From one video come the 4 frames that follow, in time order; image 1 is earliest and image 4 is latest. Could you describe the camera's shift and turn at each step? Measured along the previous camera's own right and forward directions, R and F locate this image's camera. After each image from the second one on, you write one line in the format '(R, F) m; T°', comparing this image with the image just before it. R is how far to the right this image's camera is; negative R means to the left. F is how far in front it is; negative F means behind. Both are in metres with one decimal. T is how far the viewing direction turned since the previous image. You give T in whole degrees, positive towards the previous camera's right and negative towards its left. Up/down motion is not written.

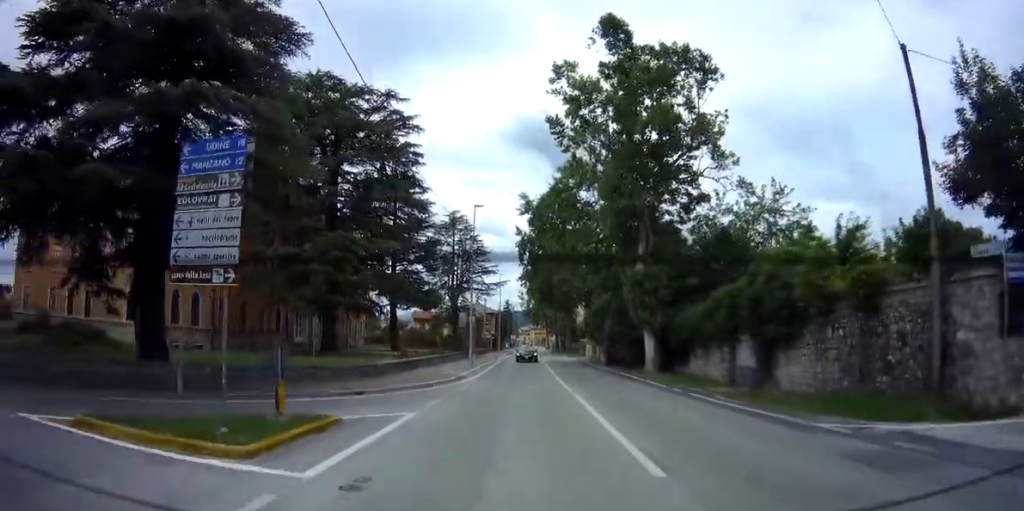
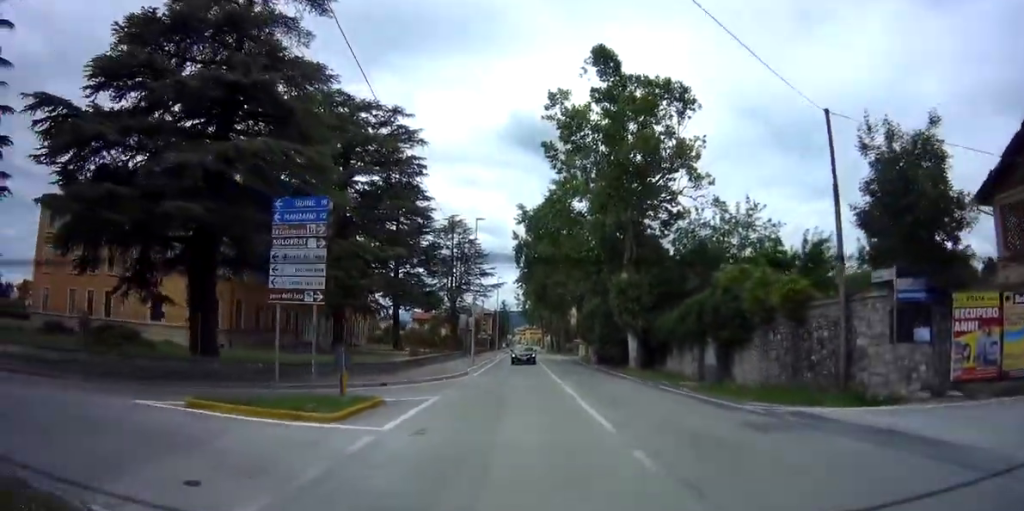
(0.0, +3.6) m; 0°
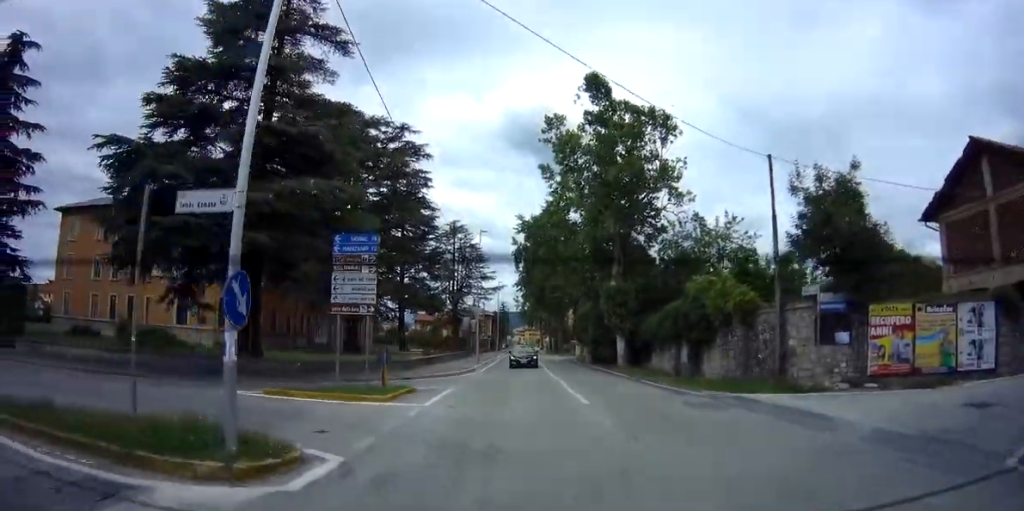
(0.0, +3.5) m; 0°
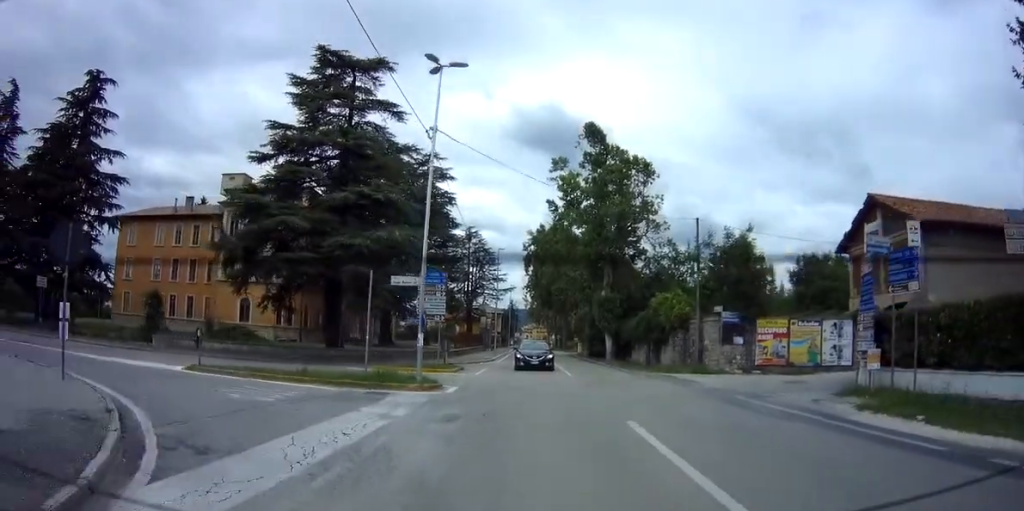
(-0.1, +9.4) m; -1°
